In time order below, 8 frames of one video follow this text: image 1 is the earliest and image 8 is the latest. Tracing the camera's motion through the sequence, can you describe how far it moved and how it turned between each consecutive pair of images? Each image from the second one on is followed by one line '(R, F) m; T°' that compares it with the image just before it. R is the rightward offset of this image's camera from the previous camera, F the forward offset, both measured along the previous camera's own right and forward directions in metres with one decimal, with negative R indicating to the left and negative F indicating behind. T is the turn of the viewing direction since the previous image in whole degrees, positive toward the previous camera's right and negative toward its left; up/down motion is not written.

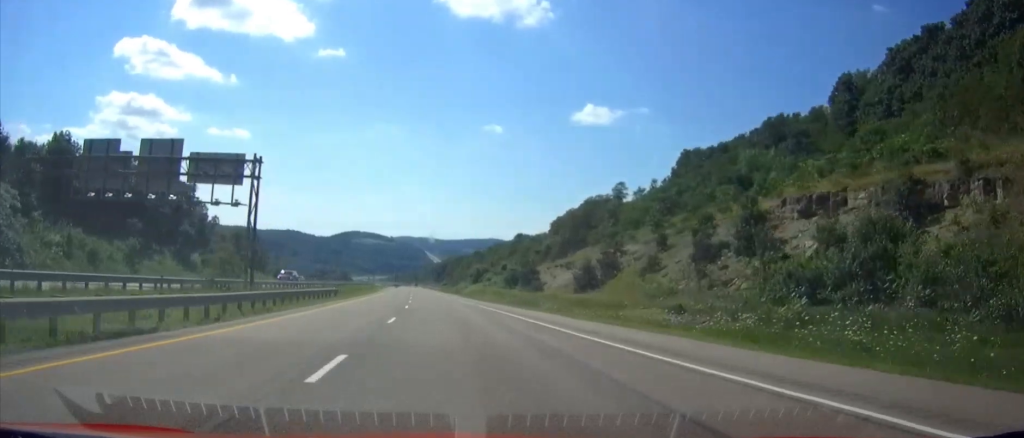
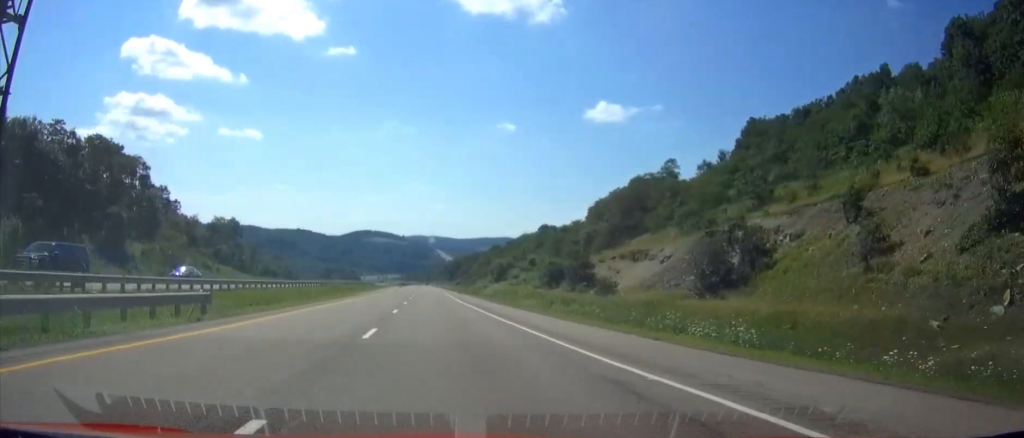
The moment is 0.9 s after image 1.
(-0.4, +30.5) m; -1°
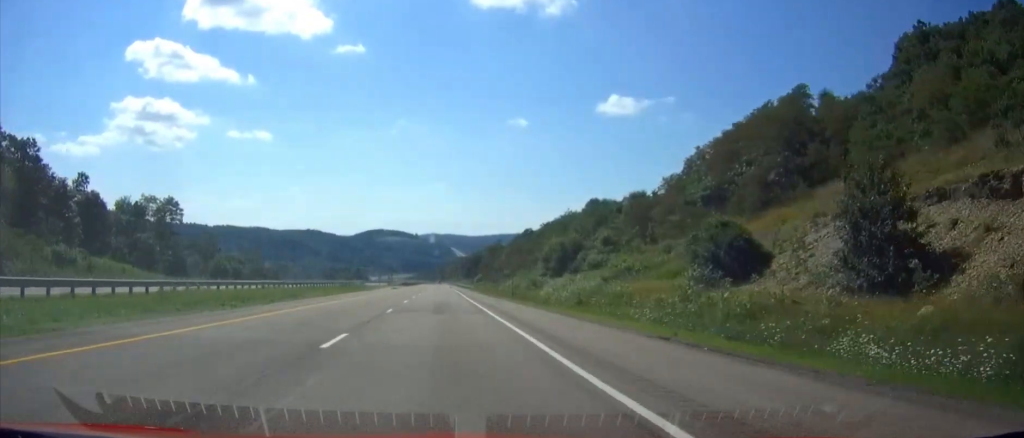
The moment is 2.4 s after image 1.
(-0.4, +52.1) m; -1°
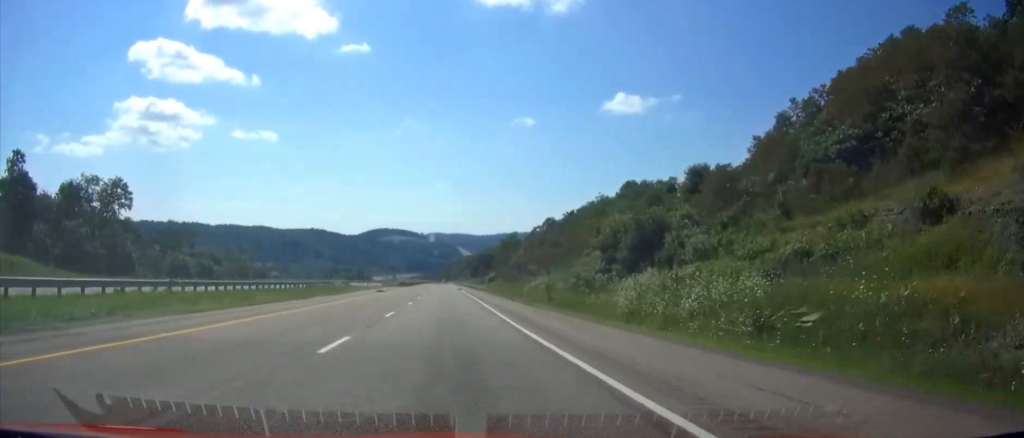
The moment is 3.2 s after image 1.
(-0.1, +26.0) m; -1°
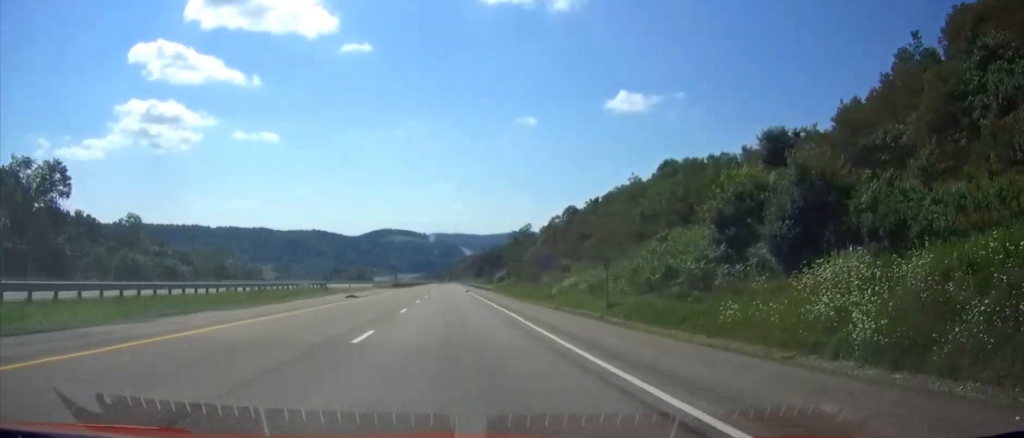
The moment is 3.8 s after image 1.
(-0.2, +21.5) m; 0°
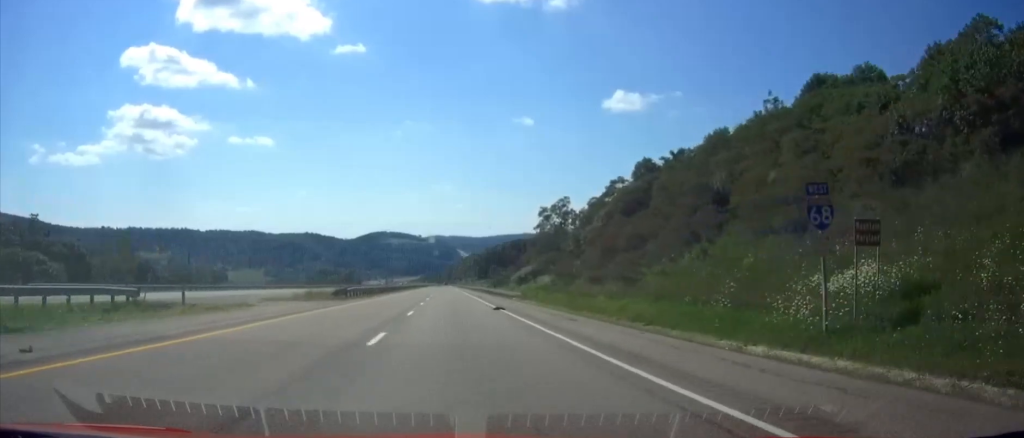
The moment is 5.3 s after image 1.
(+0.3, +48.5) m; +1°
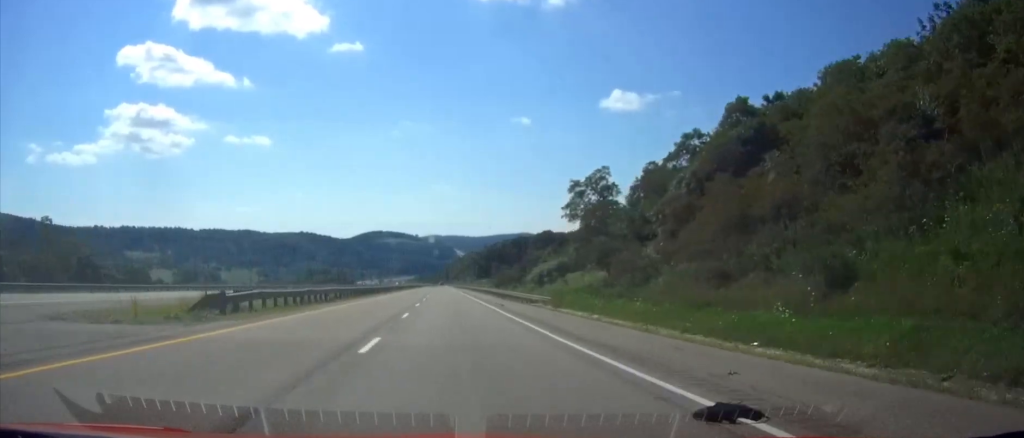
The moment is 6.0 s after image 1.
(+0.1, +26.0) m; 0°
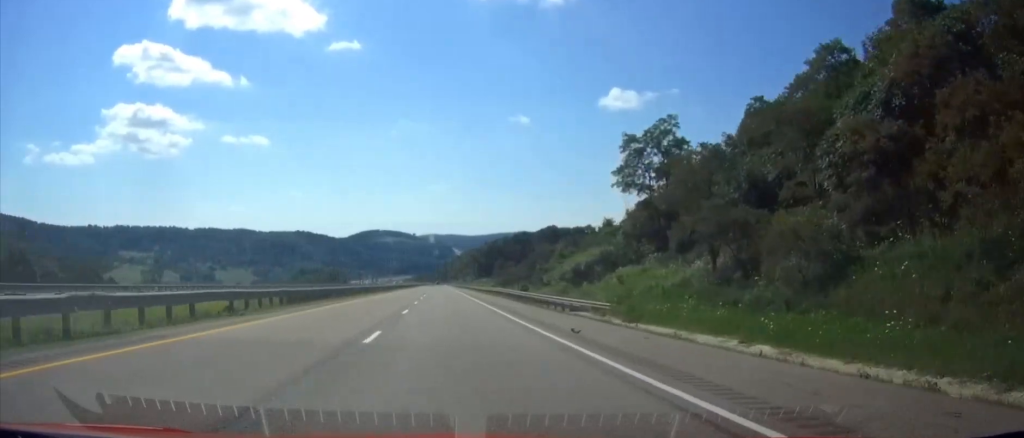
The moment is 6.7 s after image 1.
(0.0, +22.7) m; 0°
